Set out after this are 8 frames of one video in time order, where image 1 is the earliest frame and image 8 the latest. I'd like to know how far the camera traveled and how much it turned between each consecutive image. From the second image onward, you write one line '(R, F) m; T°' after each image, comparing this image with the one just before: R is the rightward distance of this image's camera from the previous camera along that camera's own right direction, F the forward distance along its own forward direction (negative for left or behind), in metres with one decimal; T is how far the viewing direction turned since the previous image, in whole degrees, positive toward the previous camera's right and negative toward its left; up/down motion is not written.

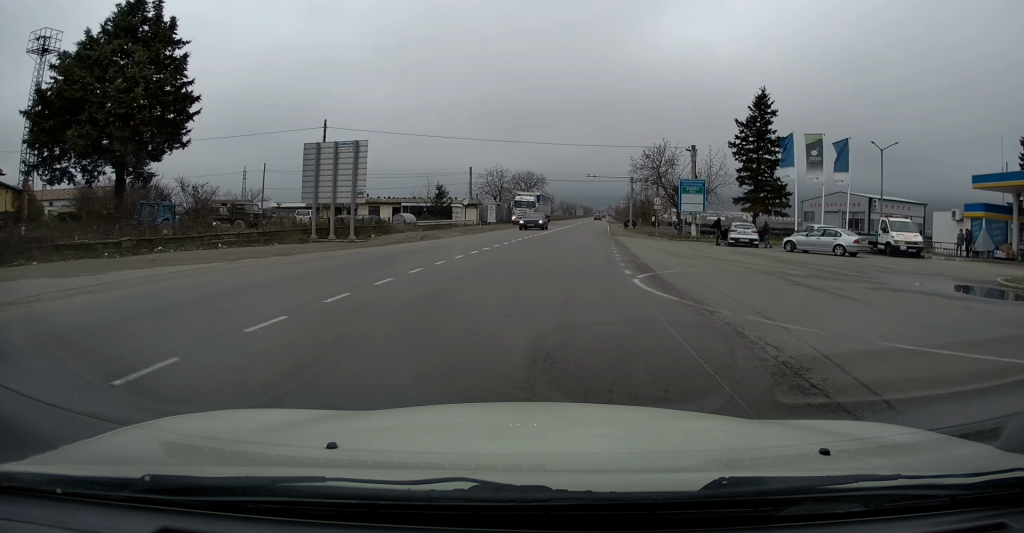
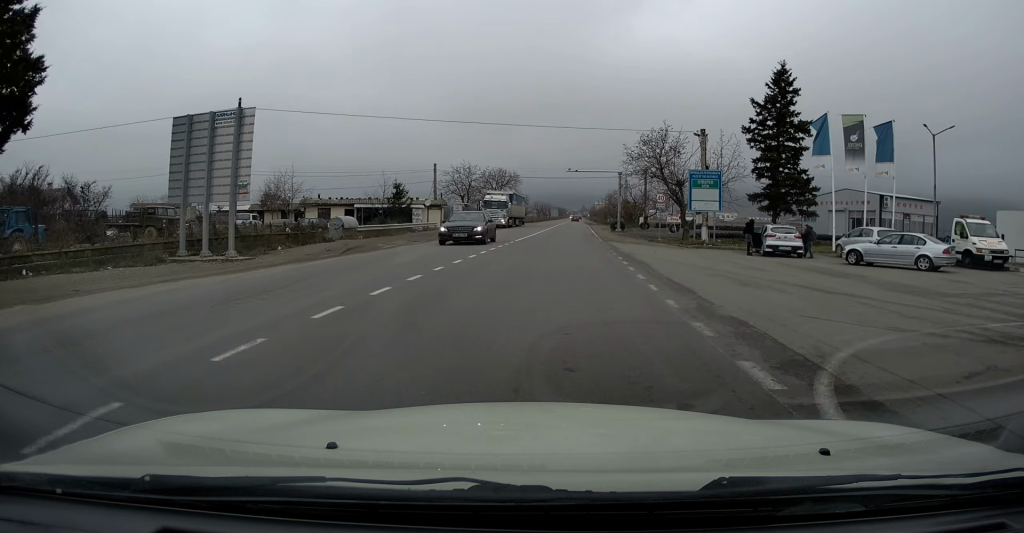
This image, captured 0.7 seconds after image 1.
(+0.2, +8.8) m; +3°
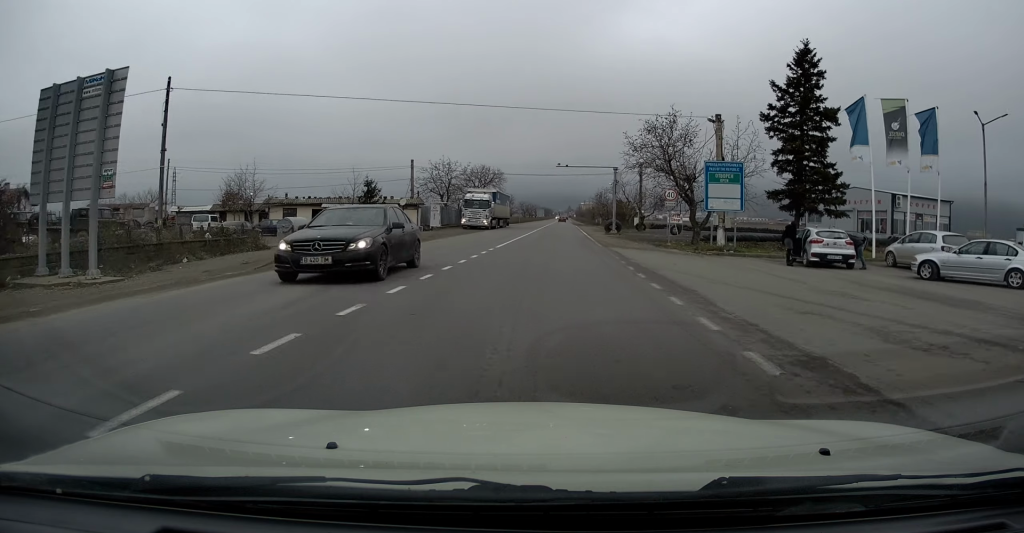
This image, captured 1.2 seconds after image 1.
(0.0, +5.5) m; +2°
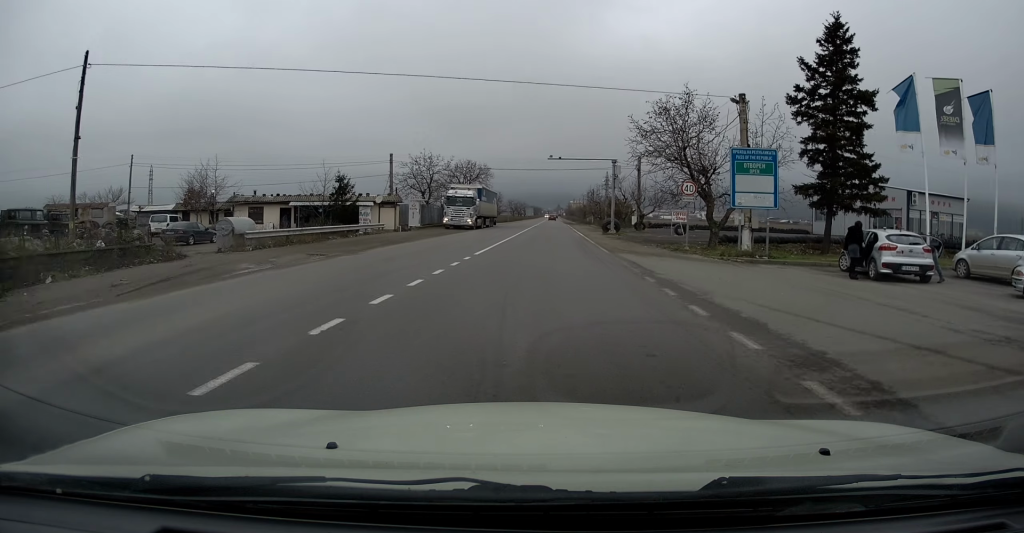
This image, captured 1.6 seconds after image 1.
(+0.2, +5.0) m; +1°
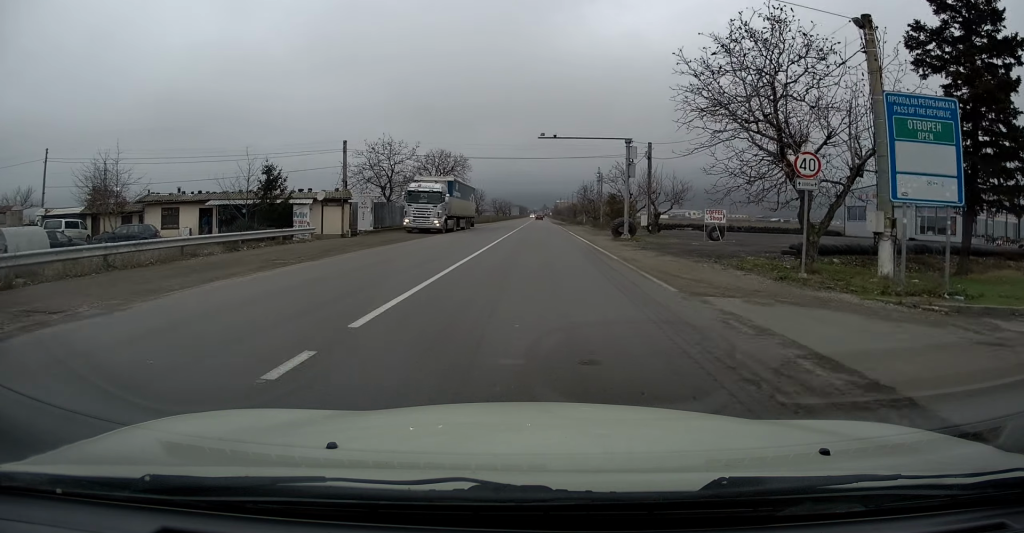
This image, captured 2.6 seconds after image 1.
(+0.2, +11.3) m; +1°
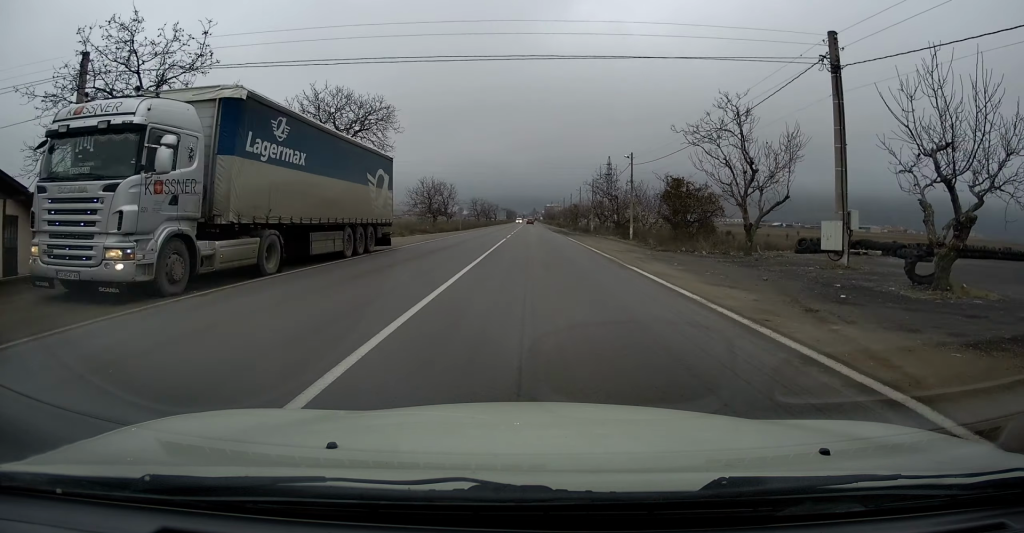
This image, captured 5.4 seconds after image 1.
(+0.3, +31.6) m; +1°
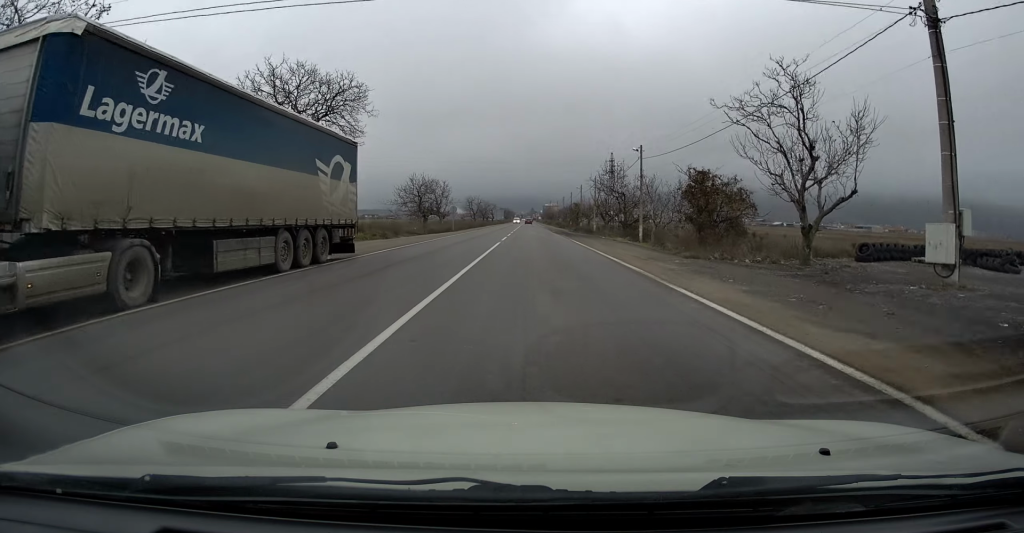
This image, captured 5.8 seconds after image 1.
(-0.1, +5.2) m; 0°
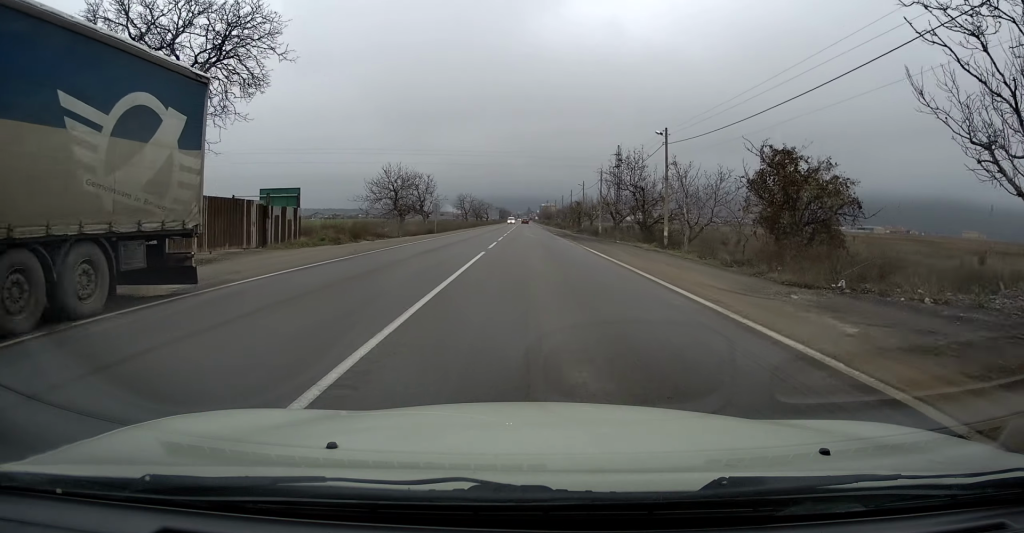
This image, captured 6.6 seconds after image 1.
(0.0, +9.8) m; +1°
